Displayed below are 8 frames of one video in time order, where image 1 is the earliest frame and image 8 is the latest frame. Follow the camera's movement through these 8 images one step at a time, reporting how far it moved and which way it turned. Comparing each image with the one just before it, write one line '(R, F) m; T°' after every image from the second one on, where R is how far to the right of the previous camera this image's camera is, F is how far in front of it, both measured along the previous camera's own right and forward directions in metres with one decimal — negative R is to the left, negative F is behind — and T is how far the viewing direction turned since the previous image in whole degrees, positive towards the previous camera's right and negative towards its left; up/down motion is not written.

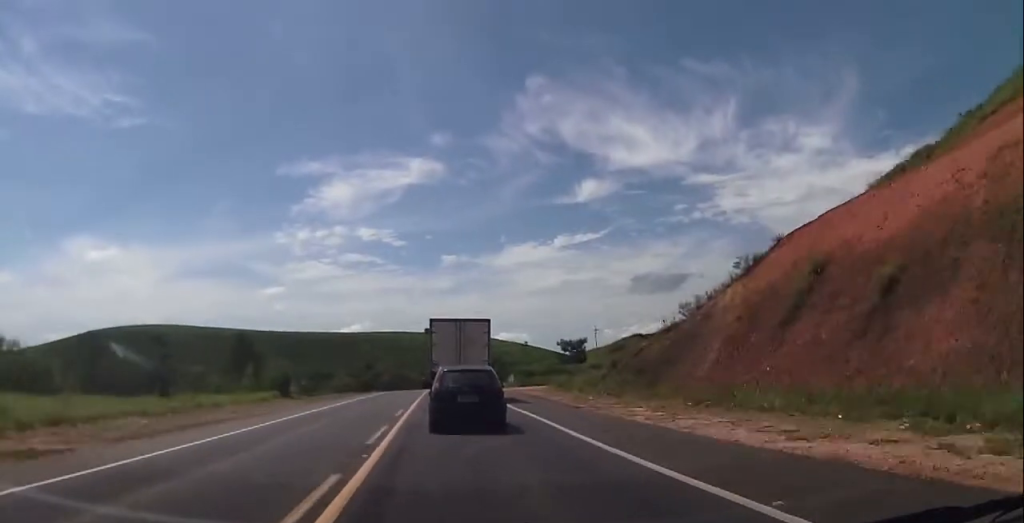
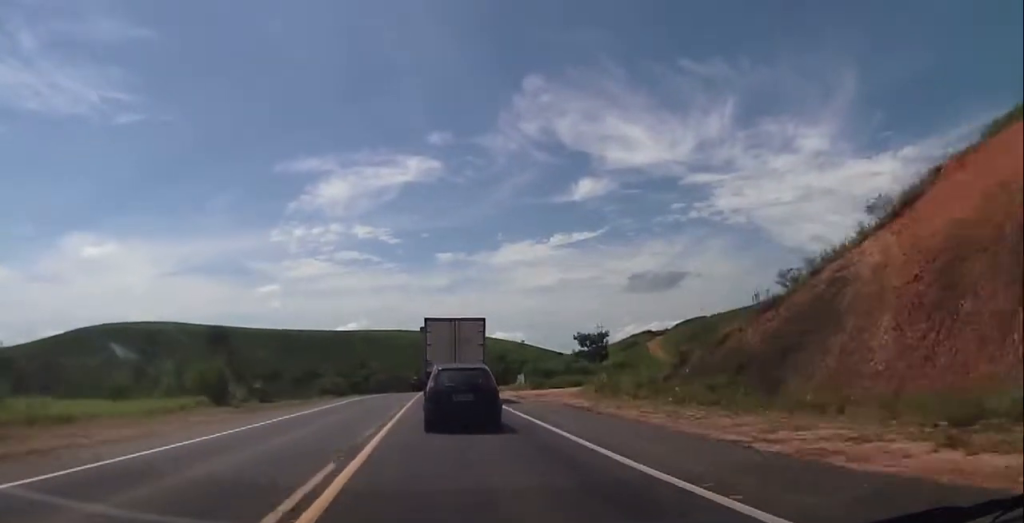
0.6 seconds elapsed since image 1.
(+0.1, +14.2) m; +1°
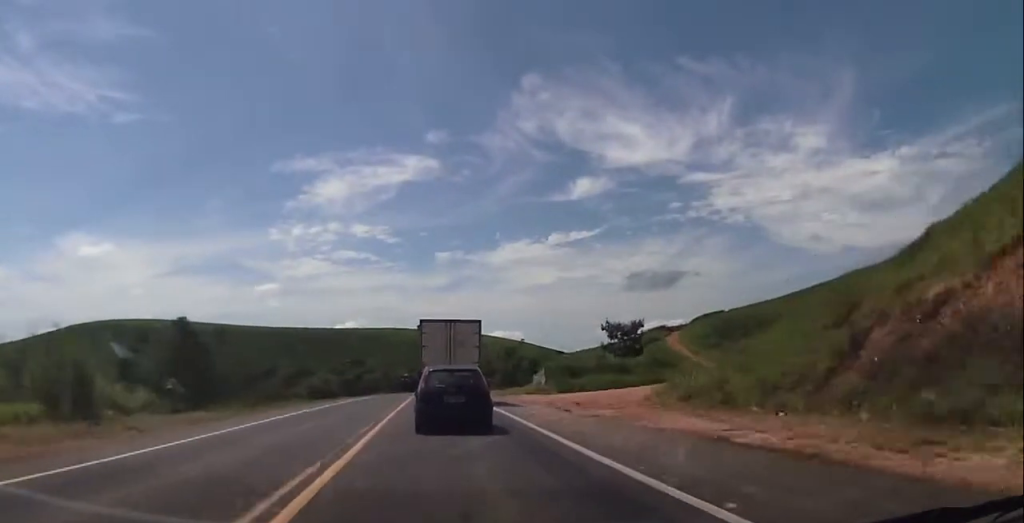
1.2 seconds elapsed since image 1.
(+0.2, +15.4) m; 0°
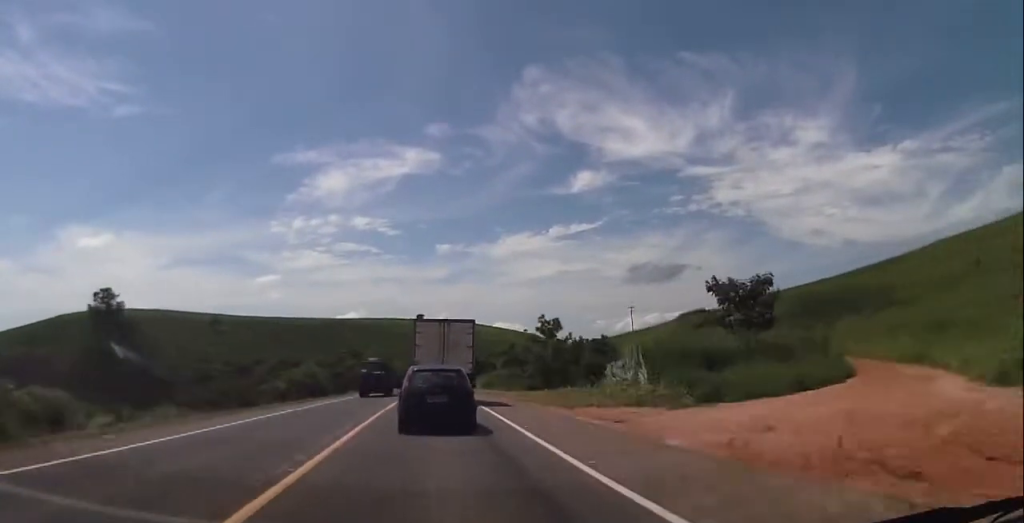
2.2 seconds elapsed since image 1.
(0.0, +27.6) m; 0°
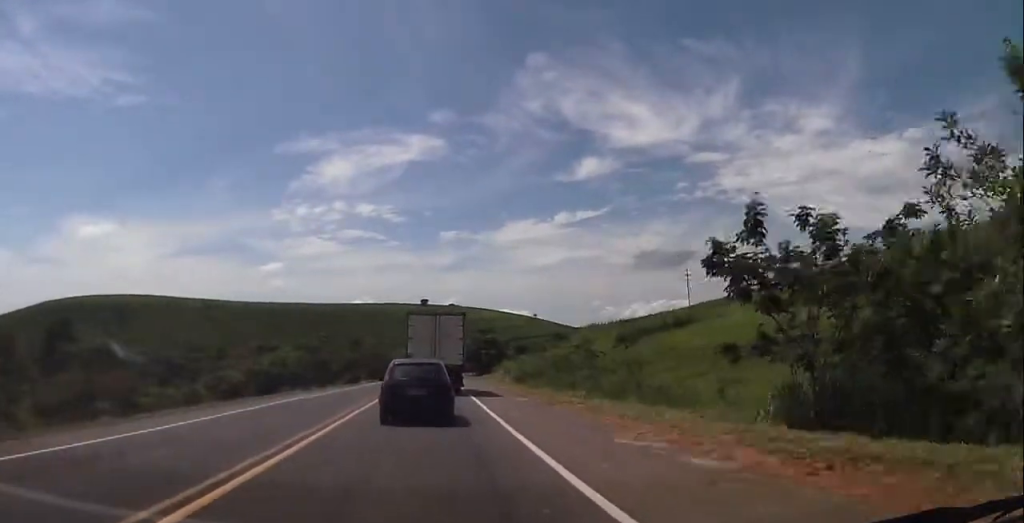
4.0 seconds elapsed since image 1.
(-0.1, +44.8) m; -1°
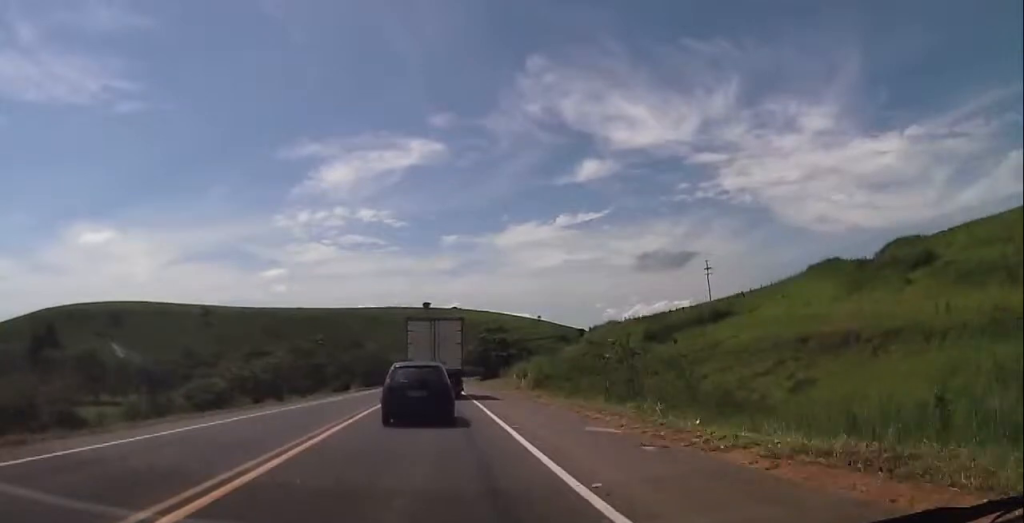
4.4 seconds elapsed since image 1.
(-0.2, +11.9) m; 0°
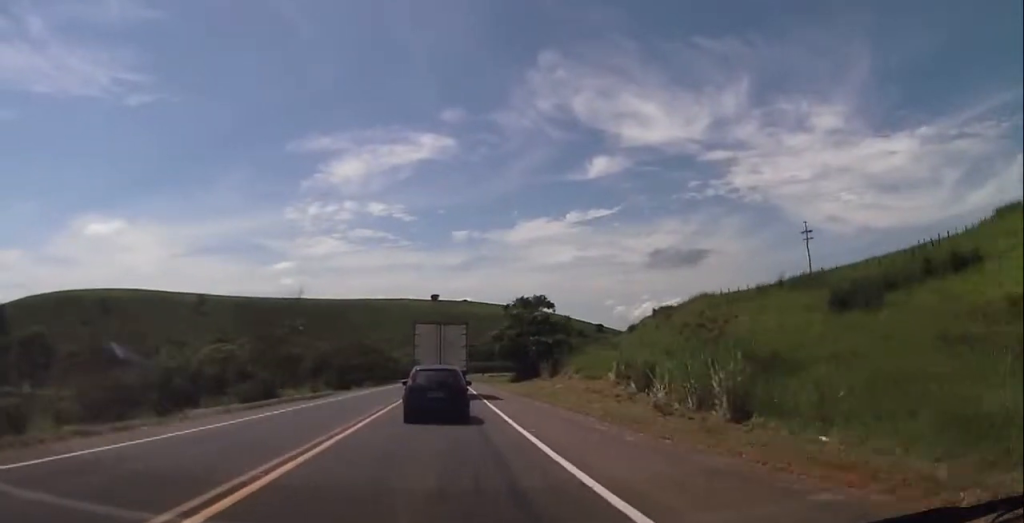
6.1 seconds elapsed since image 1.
(-0.2, +41.5) m; 0°
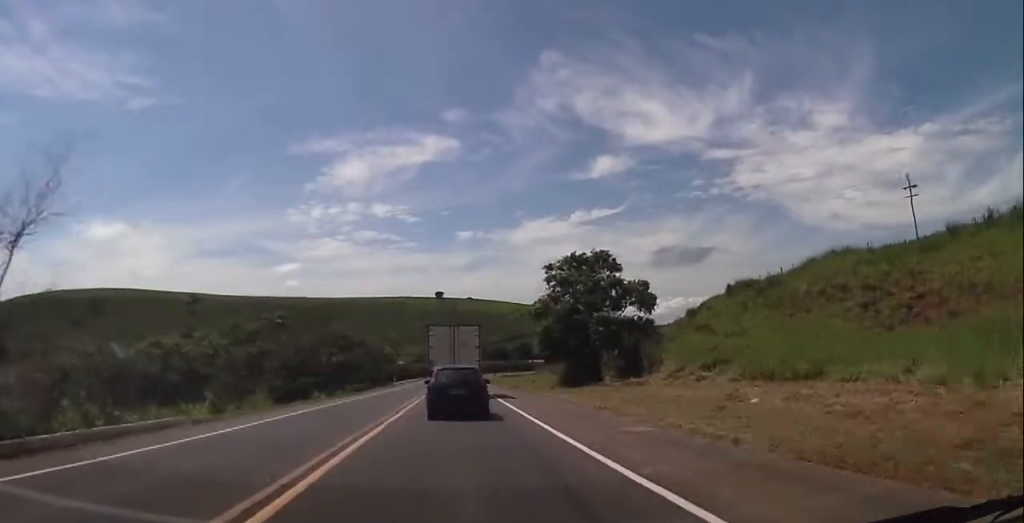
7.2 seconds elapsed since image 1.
(-0.2, +28.8) m; 0°
